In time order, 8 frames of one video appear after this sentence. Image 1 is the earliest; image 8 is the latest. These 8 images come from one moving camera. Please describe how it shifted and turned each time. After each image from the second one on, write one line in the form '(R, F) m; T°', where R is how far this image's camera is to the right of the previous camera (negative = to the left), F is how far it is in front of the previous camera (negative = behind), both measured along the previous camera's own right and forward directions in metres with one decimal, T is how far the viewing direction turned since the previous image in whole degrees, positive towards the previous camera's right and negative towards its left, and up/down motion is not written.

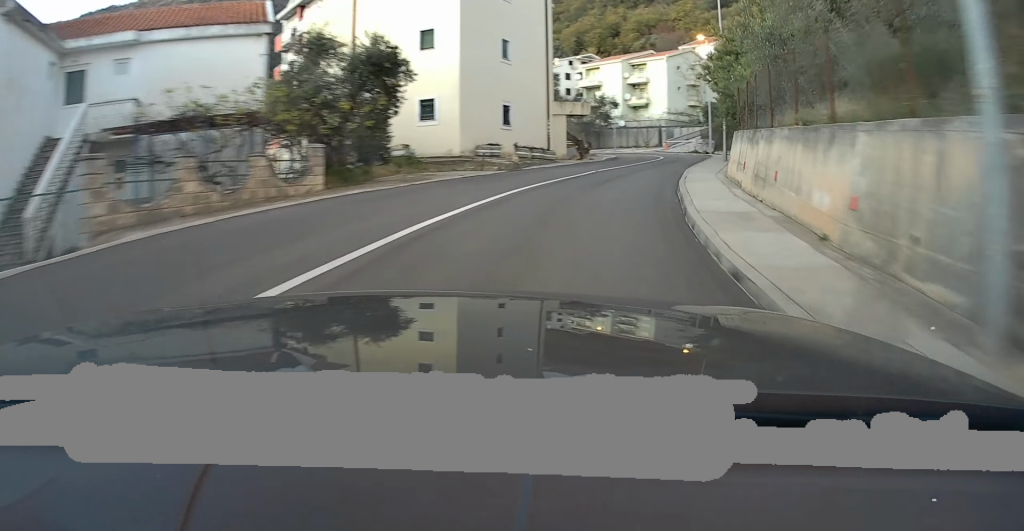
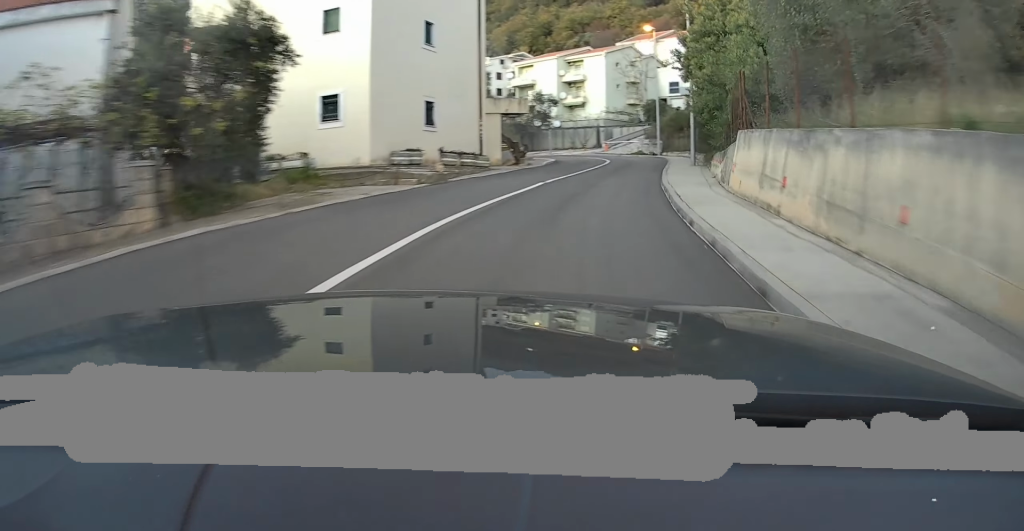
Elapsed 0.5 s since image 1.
(+0.4, +5.1) m; +6°
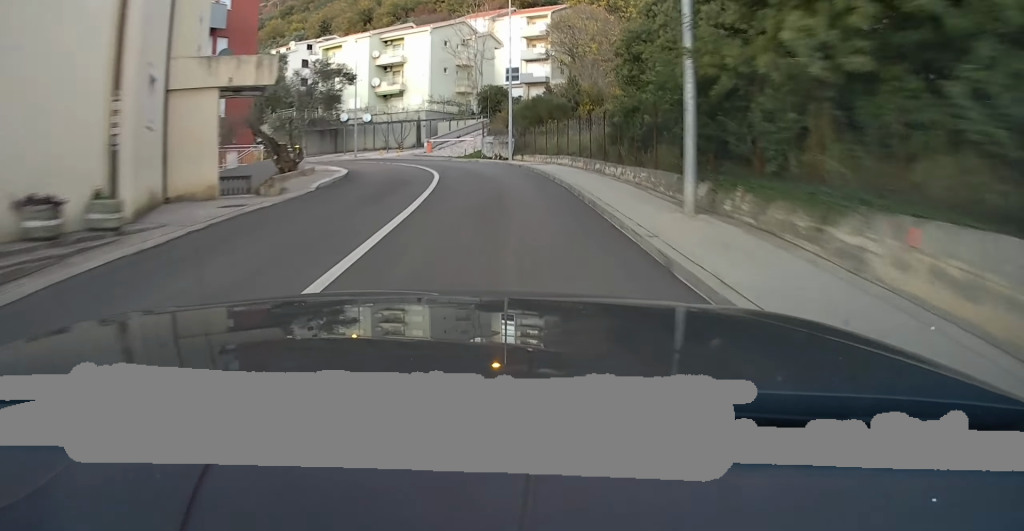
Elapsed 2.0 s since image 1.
(+2.9, +16.6) m; +18°
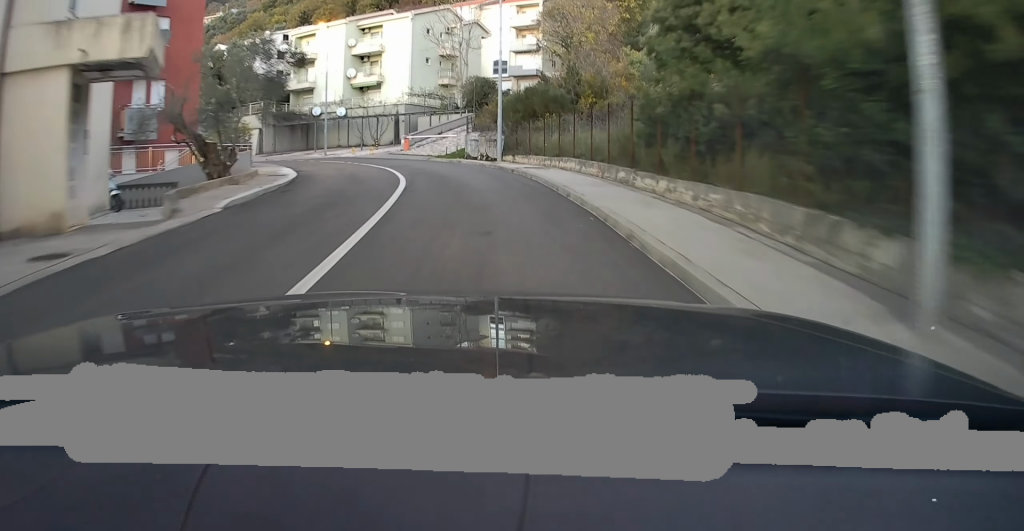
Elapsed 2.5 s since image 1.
(+0.4, +5.7) m; +2°
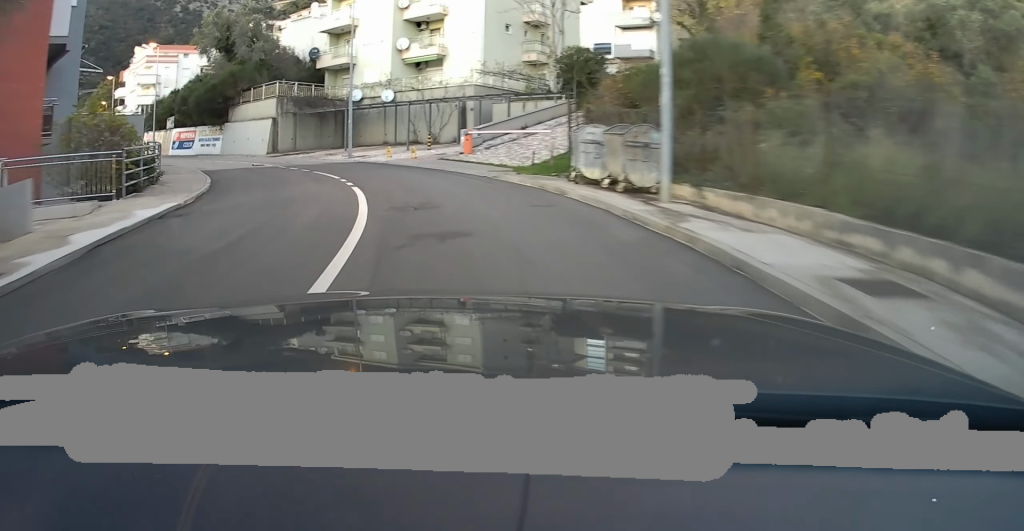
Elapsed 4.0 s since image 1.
(+0.2, +17.0) m; -3°
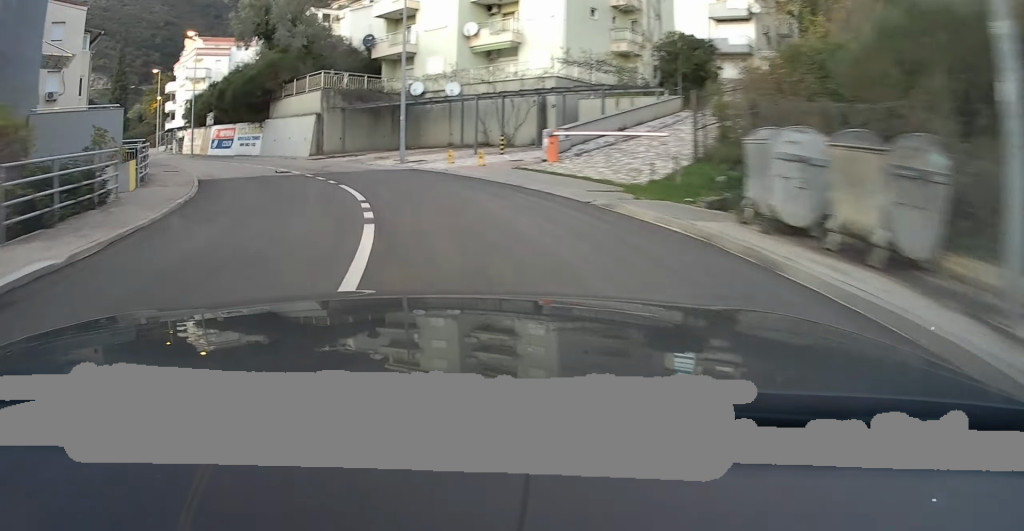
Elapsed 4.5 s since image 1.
(-0.2, +6.8) m; -5°
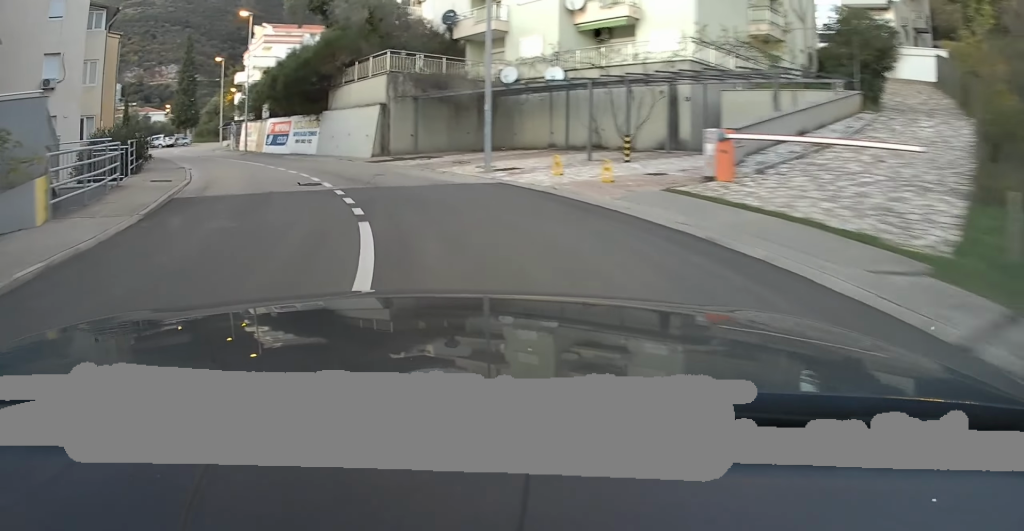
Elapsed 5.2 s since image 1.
(-0.4, +8.0) m; -7°
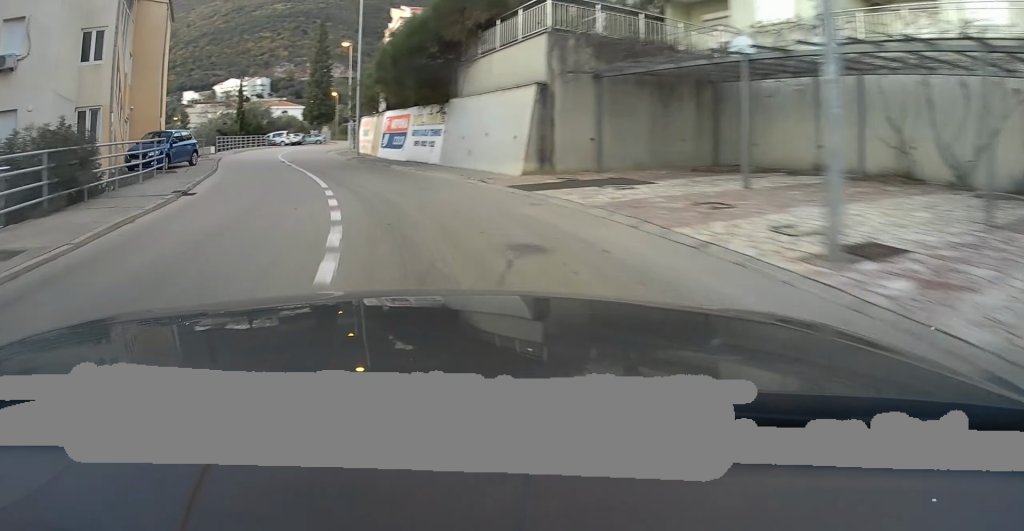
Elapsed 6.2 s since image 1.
(-1.4, +12.4) m; -15°
